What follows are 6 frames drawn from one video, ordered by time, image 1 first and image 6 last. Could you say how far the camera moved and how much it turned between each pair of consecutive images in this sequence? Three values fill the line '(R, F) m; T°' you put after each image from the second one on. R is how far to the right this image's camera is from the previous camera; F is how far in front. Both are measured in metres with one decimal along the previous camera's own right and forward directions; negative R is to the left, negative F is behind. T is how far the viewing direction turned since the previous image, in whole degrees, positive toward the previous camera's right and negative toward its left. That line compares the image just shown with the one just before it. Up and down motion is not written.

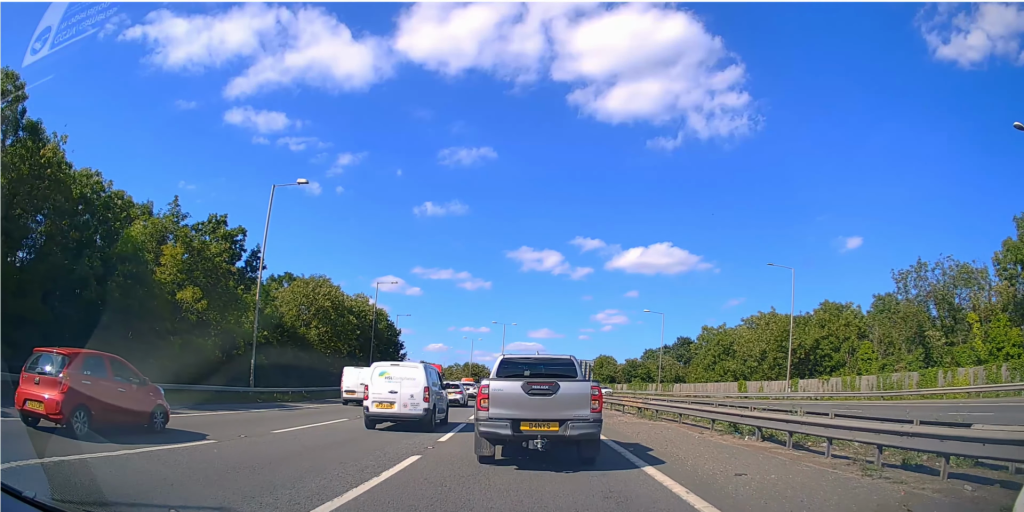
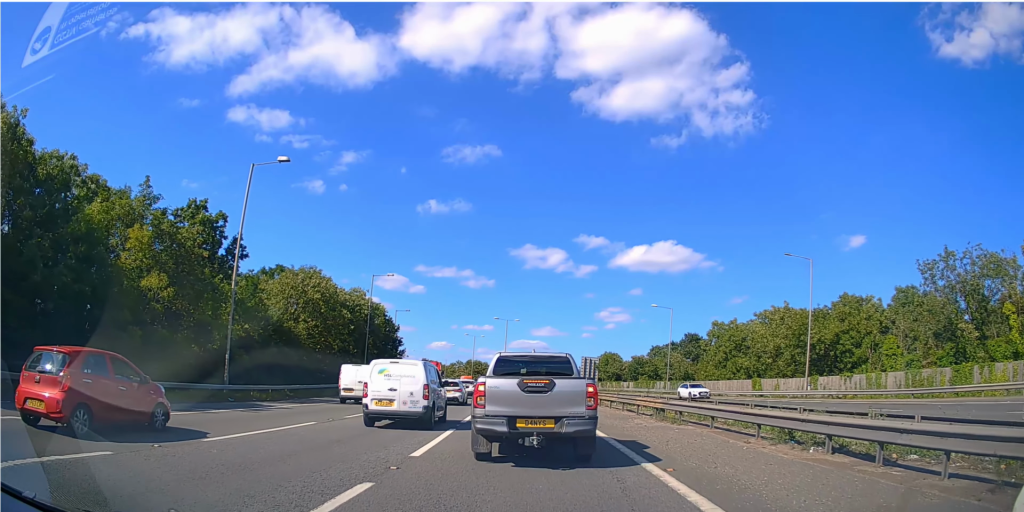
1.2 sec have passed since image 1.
(0.0, +3.1) m; -1°
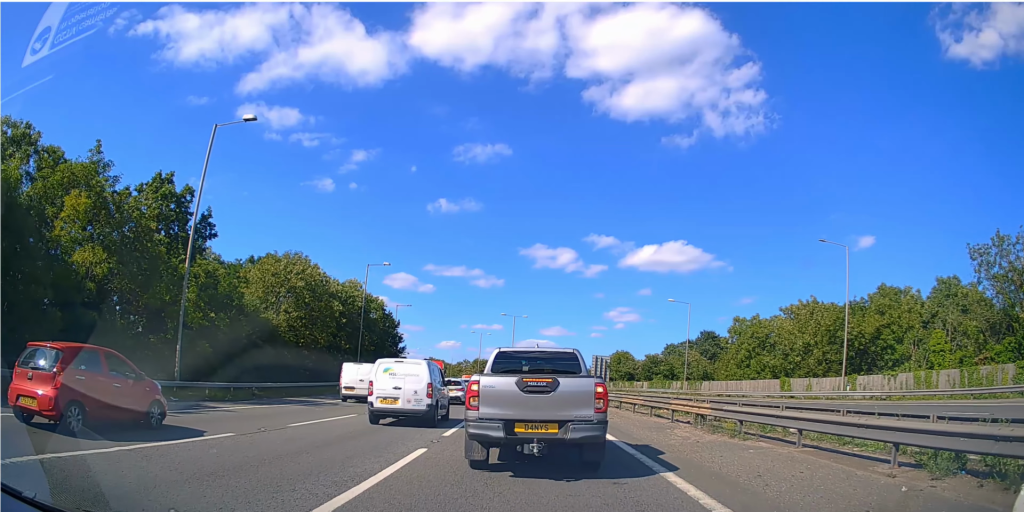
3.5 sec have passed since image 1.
(0.0, +6.7) m; -1°
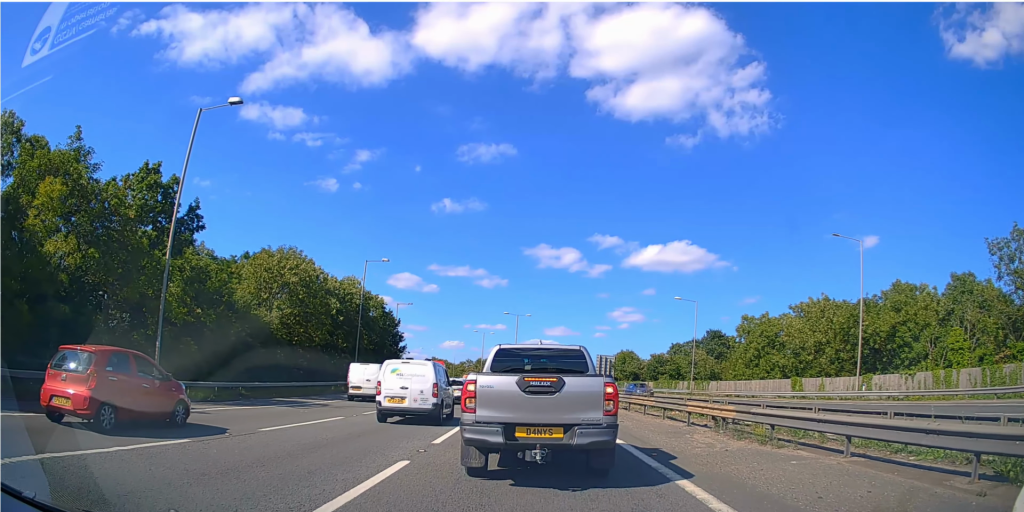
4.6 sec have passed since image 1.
(-0.1, +2.7) m; -3°
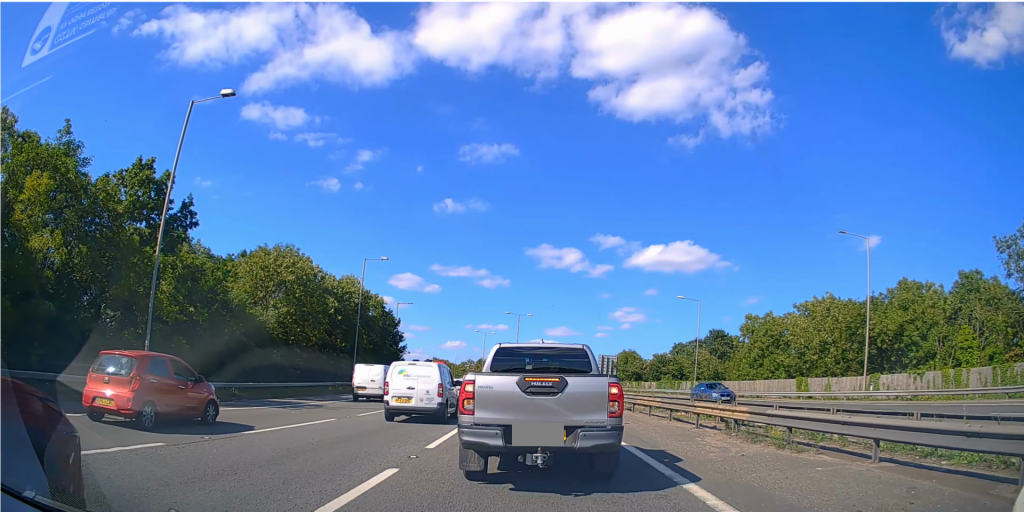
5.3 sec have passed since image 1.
(0.0, +1.6) m; +1°
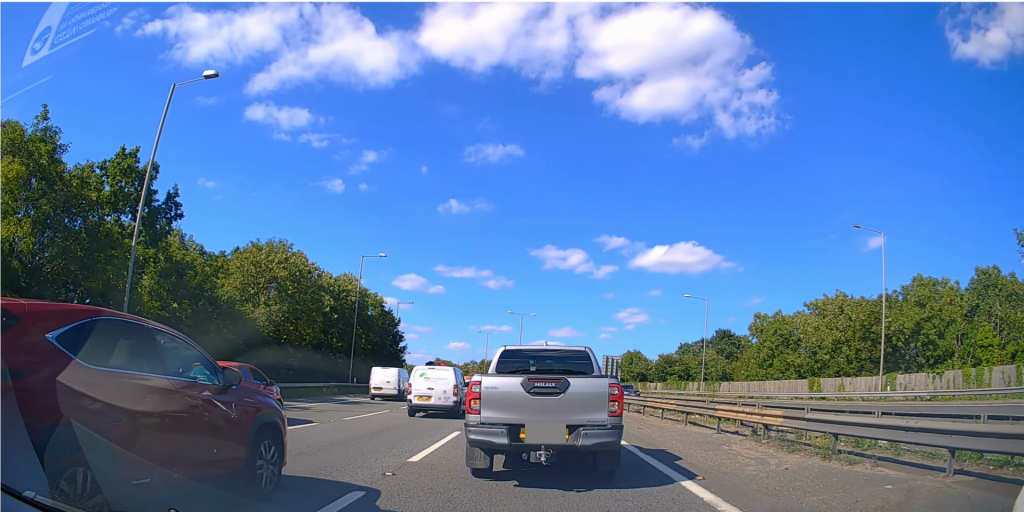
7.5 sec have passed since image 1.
(+0.2, +3.0) m; 0°
